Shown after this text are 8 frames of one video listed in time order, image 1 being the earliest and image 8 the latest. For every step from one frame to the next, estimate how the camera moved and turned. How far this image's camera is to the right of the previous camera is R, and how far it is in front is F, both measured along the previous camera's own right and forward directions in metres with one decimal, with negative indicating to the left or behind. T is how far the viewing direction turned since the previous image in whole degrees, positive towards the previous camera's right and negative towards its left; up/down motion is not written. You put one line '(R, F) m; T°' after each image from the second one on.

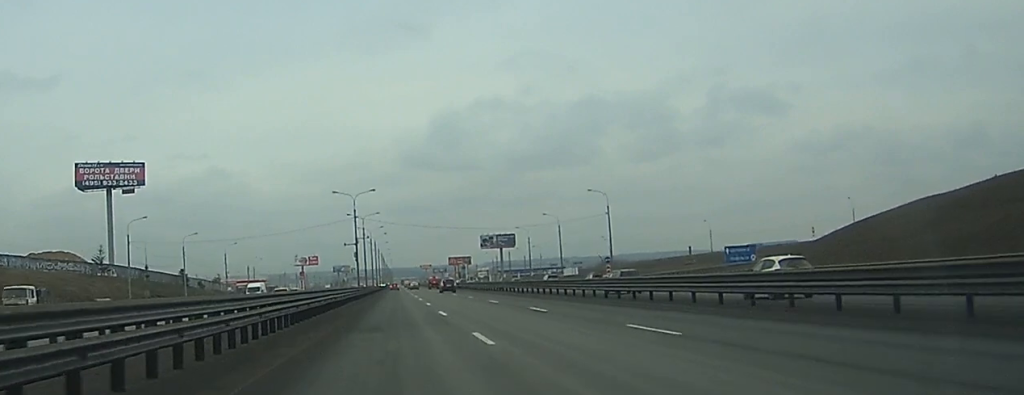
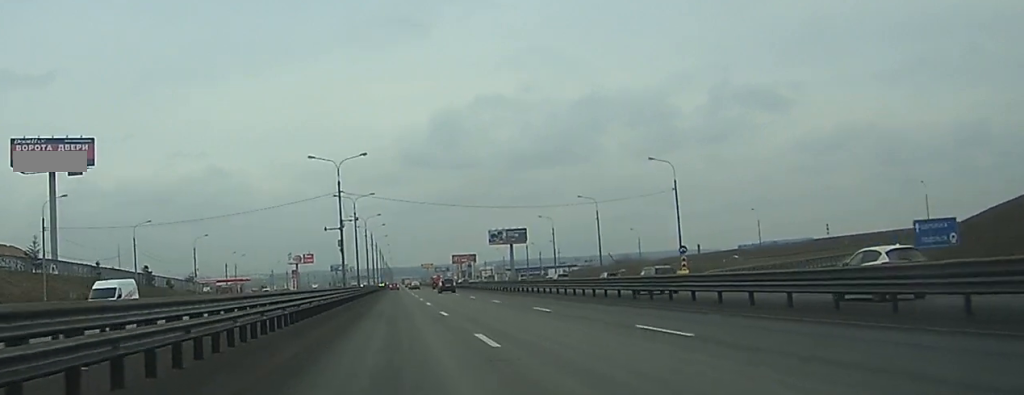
(-0.9, +36.4) m; -1°
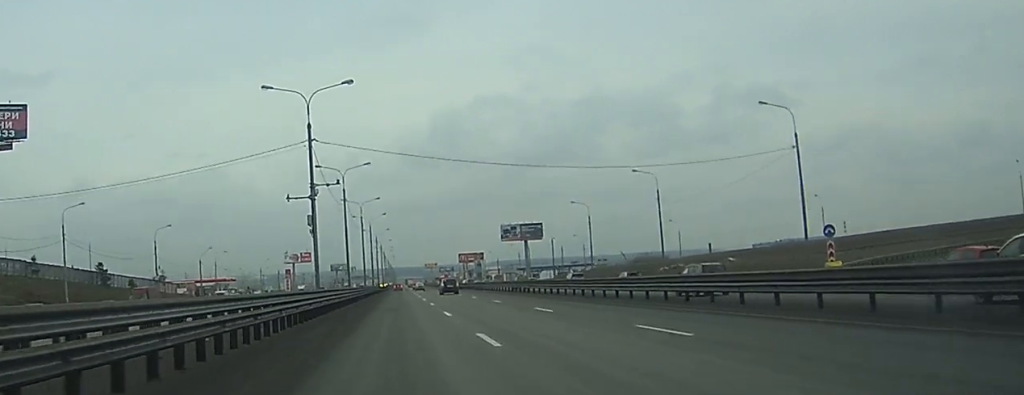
(+0.3, +36.0) m; +1°
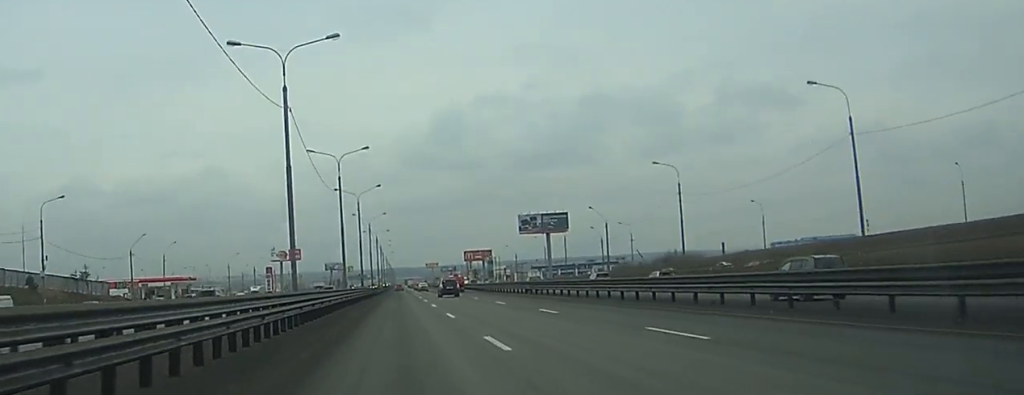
(0.0, +52.0) m; 0°
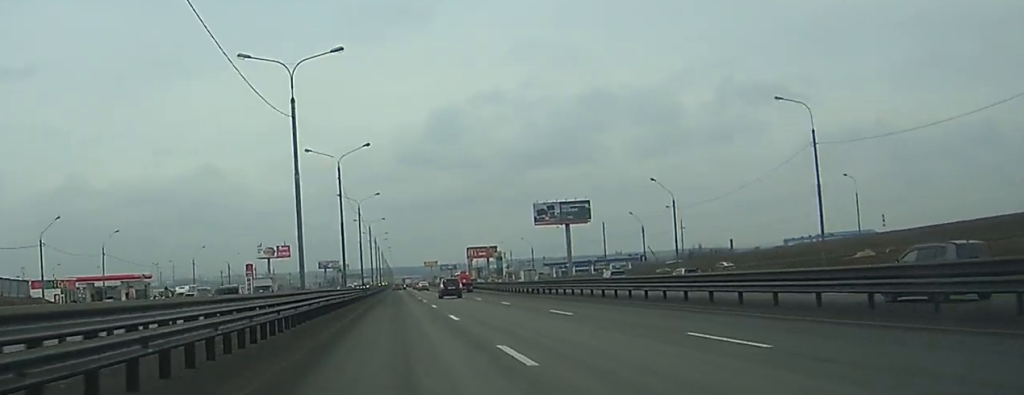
(0.0, +35.4) m; 0°
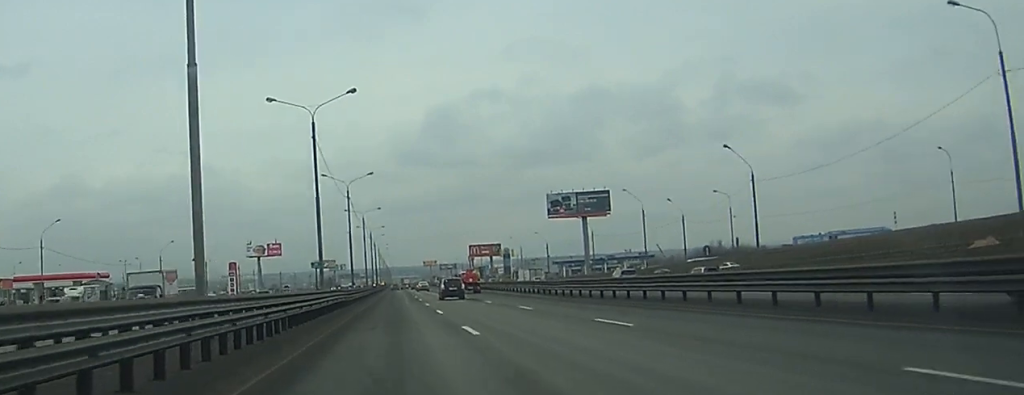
(0.0, +23.9) m; 0°
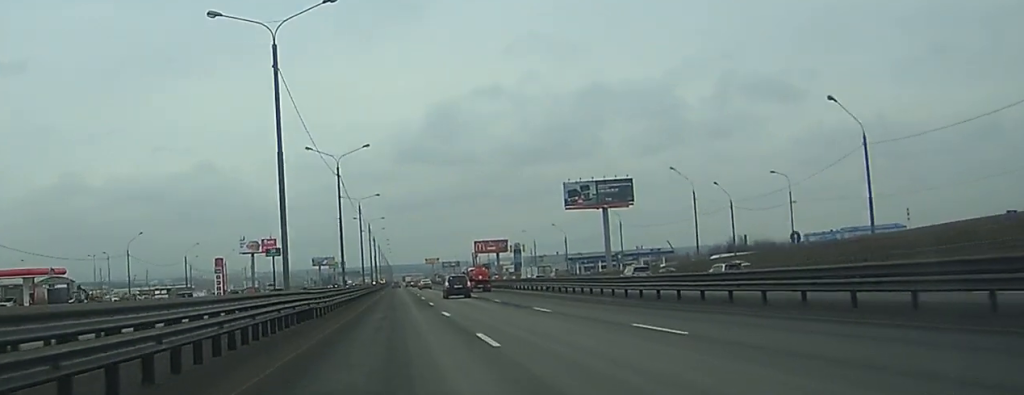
(0.0, +19.8) m; 0°
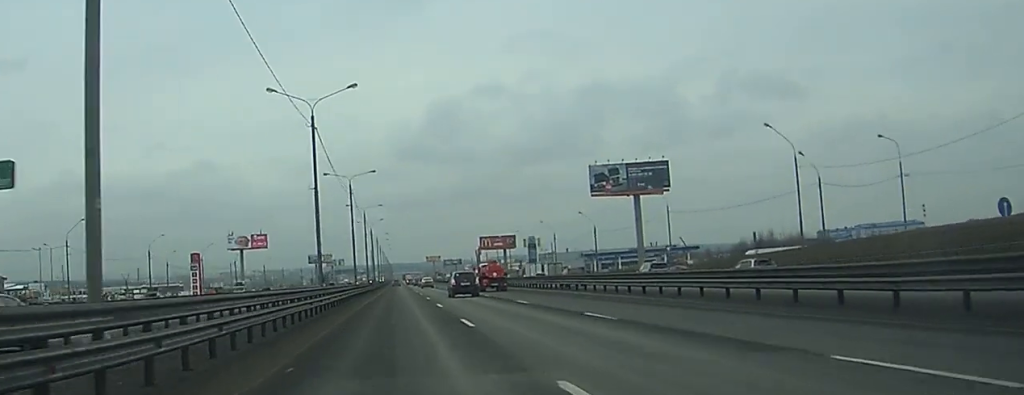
(0.0, +25.5) m; 0°
